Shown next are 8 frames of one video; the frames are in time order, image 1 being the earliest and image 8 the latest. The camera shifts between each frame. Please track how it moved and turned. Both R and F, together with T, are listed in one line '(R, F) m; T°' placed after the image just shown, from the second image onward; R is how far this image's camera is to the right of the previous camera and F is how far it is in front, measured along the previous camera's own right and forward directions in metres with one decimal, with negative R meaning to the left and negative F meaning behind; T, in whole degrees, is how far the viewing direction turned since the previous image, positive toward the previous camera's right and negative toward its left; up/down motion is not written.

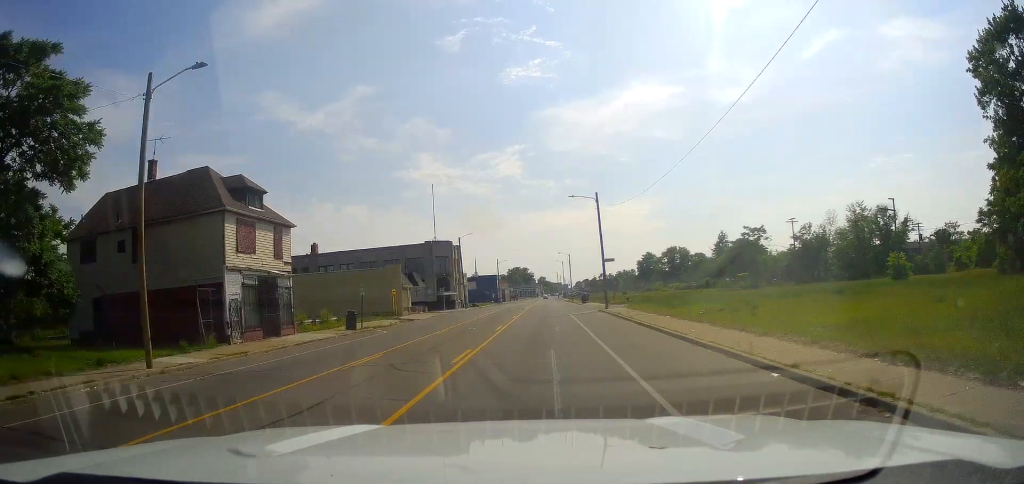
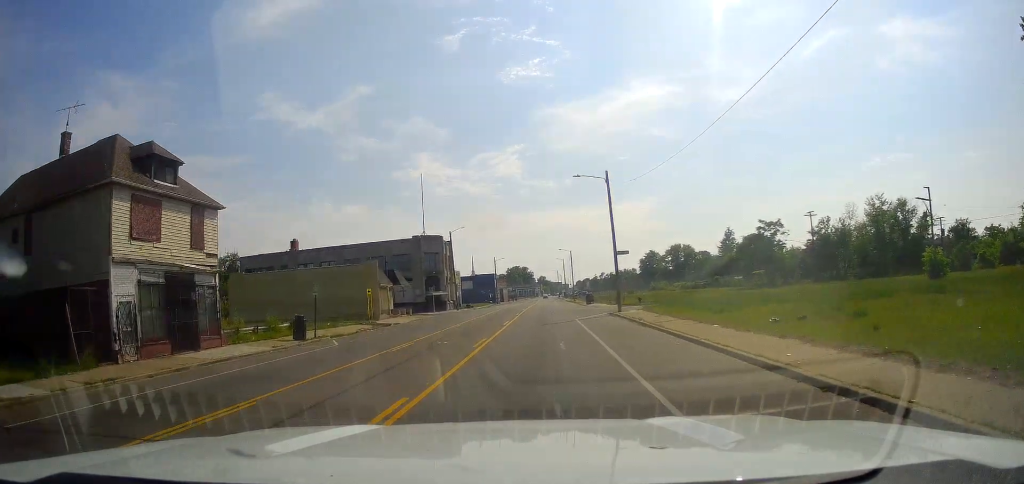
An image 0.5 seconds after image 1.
(+0.3, +8.1) m; +1°
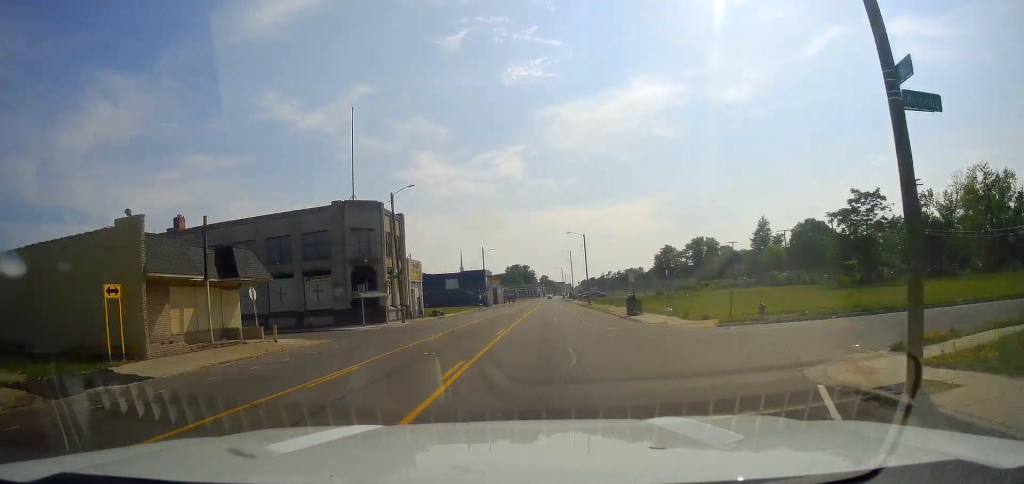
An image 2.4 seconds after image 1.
(+0.6, +31.7) m; +1°
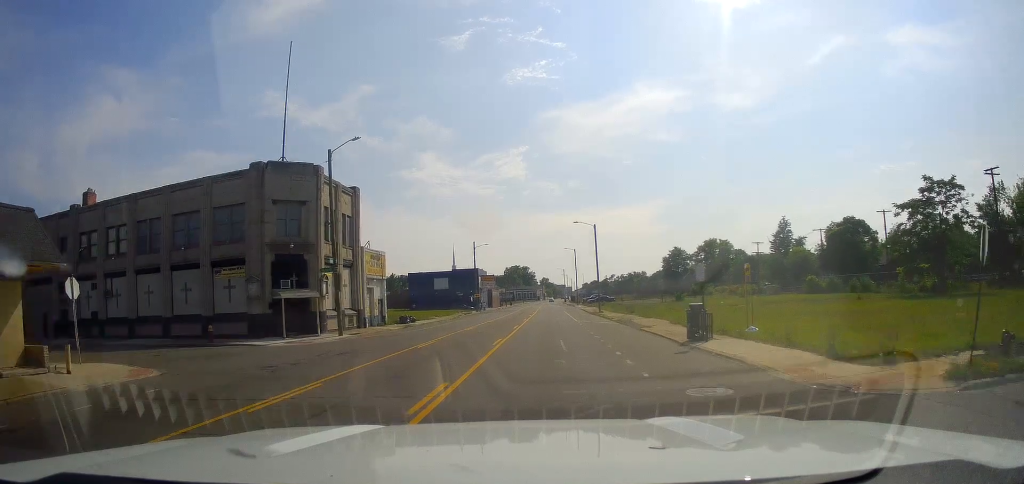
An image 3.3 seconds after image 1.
(0.0, +15.3) m; 0°
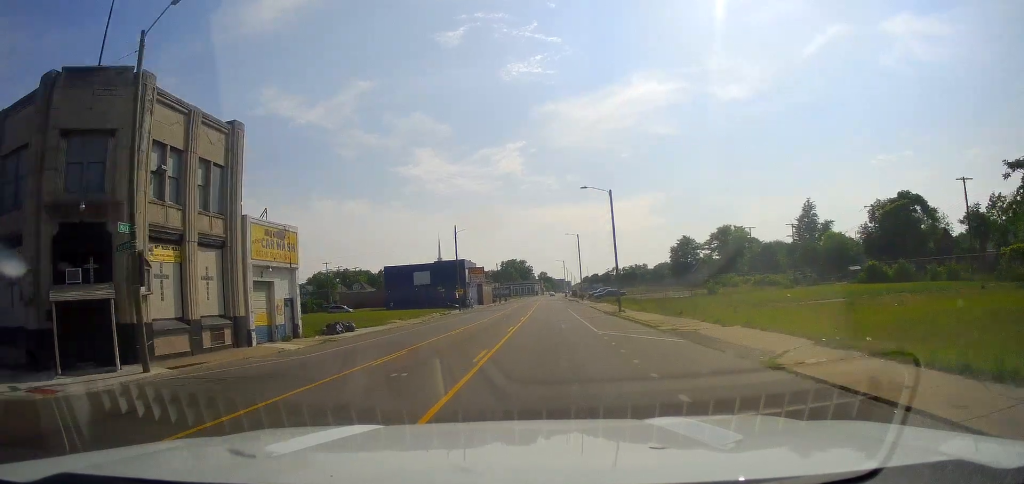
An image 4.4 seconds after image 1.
(0.0, +18.2) m; 0°
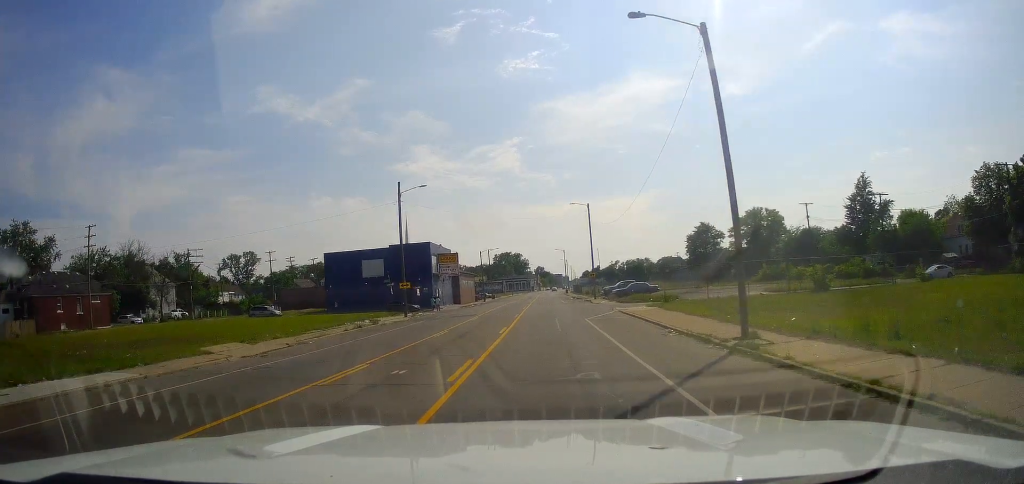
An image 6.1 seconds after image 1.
(+0.5, +29.0) m; +1°
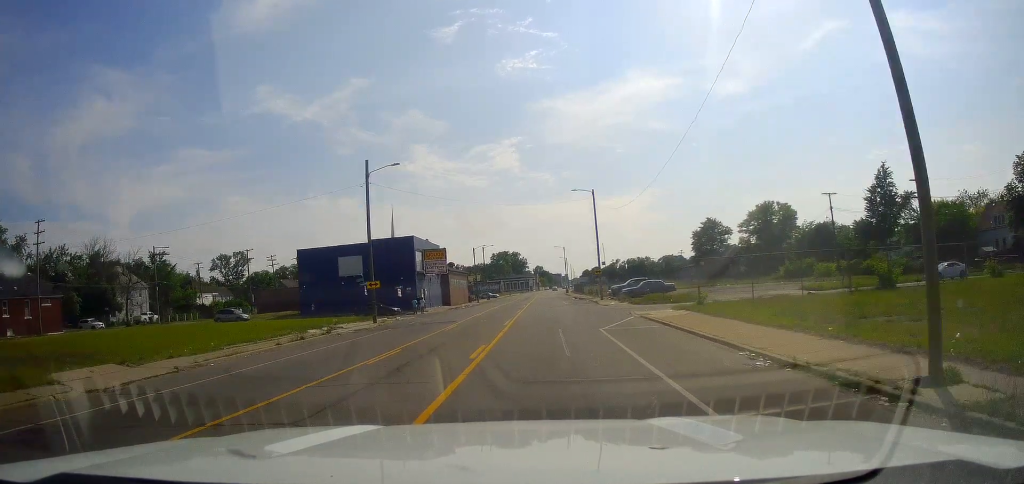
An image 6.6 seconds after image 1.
(-0.3, +8.7) m; 0°
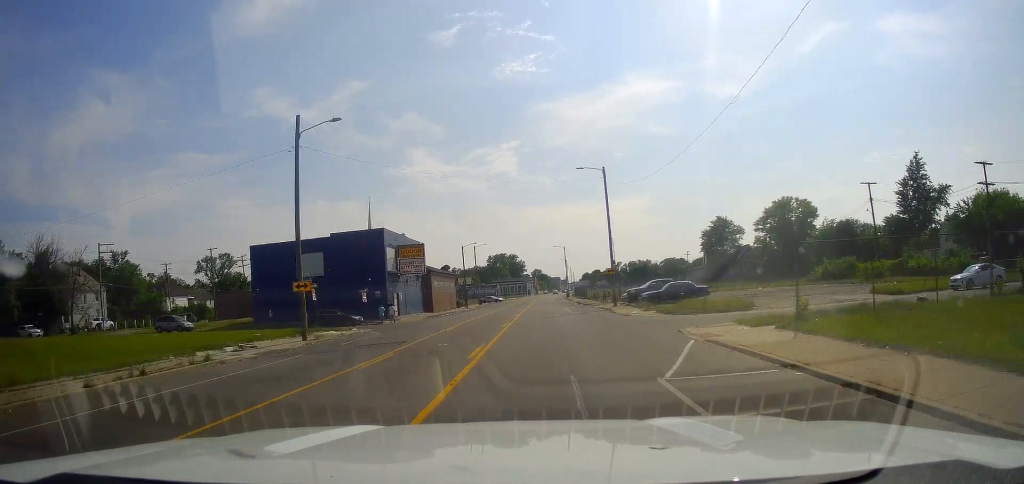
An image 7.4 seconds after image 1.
(-0.1, +12.0) m; 0°
